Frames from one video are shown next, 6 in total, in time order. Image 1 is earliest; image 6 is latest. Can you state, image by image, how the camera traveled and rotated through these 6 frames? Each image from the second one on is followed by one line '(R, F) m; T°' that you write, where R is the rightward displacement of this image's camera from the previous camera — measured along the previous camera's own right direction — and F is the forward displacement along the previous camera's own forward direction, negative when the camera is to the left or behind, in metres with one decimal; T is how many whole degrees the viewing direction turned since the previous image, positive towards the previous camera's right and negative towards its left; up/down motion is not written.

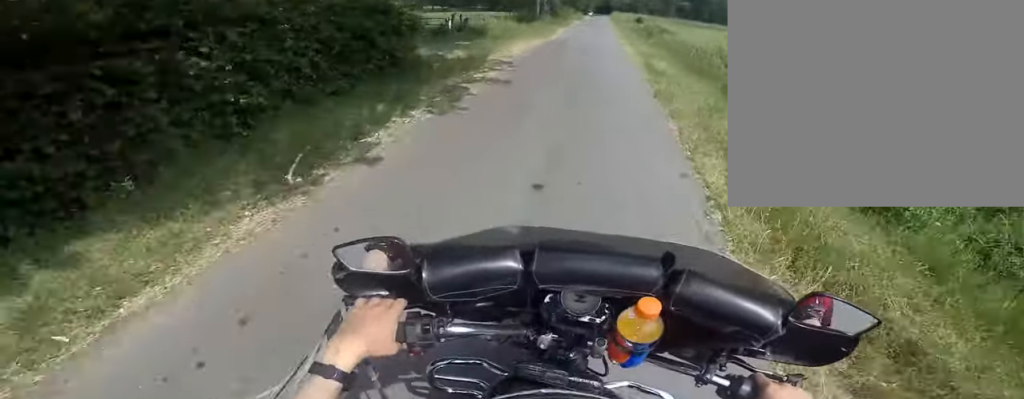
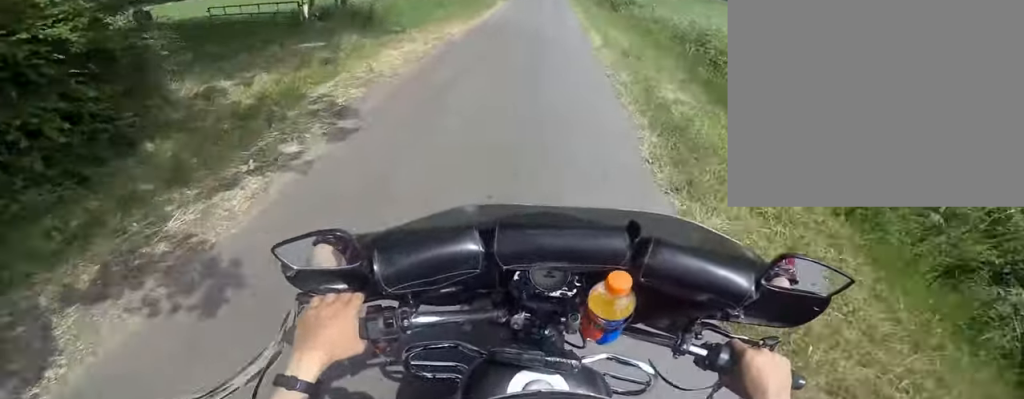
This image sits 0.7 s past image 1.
(0.0, +5.4) m; +1°
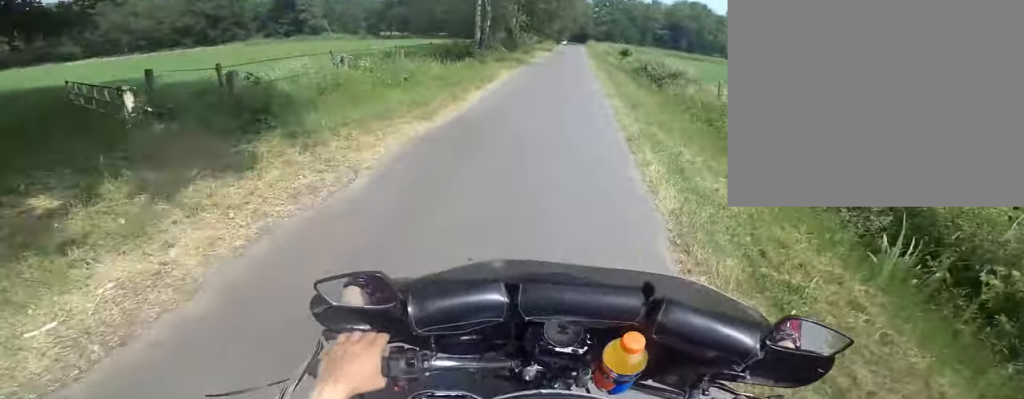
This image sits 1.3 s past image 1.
(+0.1, +5.0) m; +2°
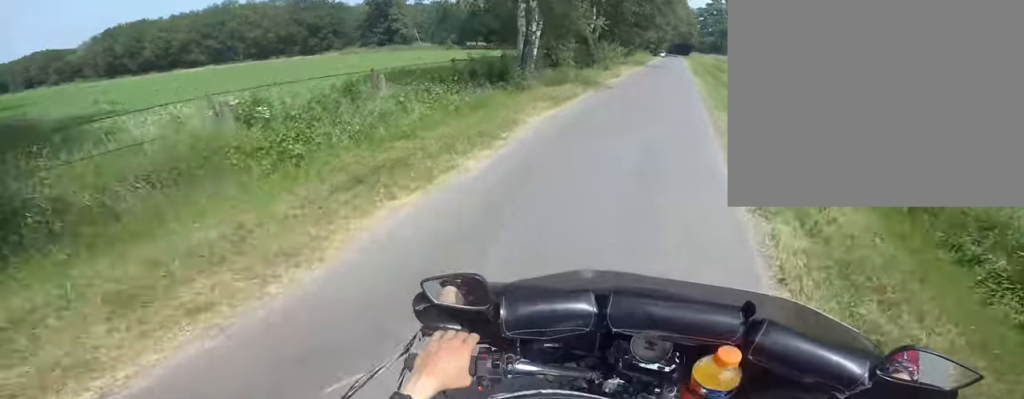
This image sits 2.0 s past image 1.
(0.0, +5.6) m; 0°
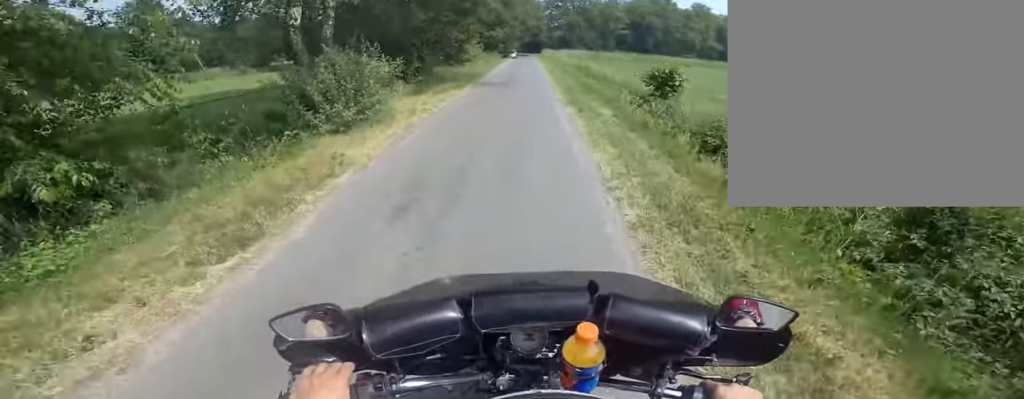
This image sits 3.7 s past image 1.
(-0.1, +13.3) m; -1°
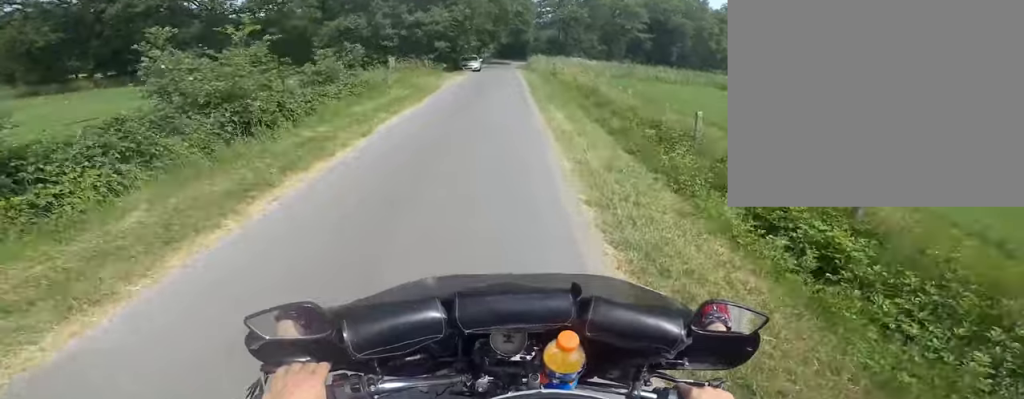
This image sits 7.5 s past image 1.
(-0.4, +28.9) m; +1°
